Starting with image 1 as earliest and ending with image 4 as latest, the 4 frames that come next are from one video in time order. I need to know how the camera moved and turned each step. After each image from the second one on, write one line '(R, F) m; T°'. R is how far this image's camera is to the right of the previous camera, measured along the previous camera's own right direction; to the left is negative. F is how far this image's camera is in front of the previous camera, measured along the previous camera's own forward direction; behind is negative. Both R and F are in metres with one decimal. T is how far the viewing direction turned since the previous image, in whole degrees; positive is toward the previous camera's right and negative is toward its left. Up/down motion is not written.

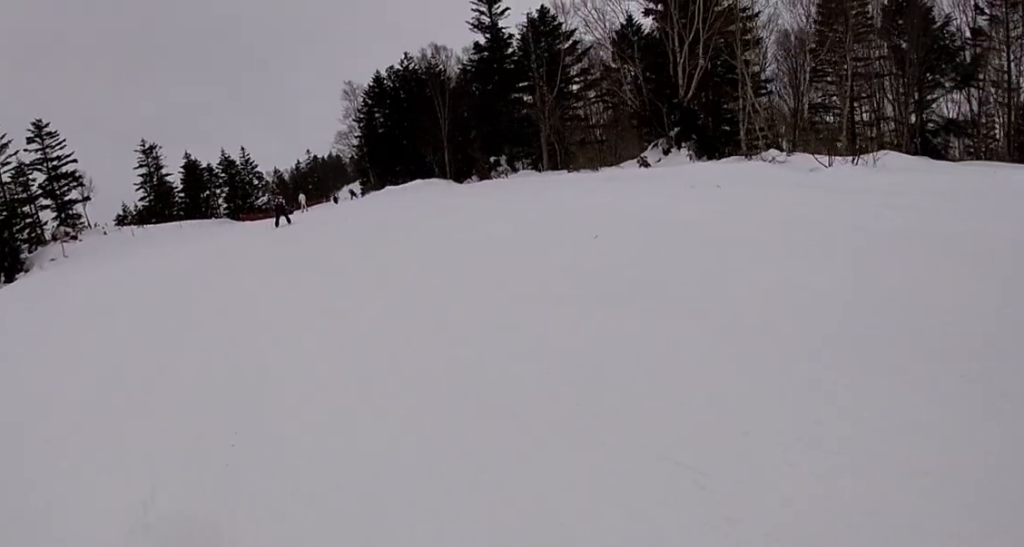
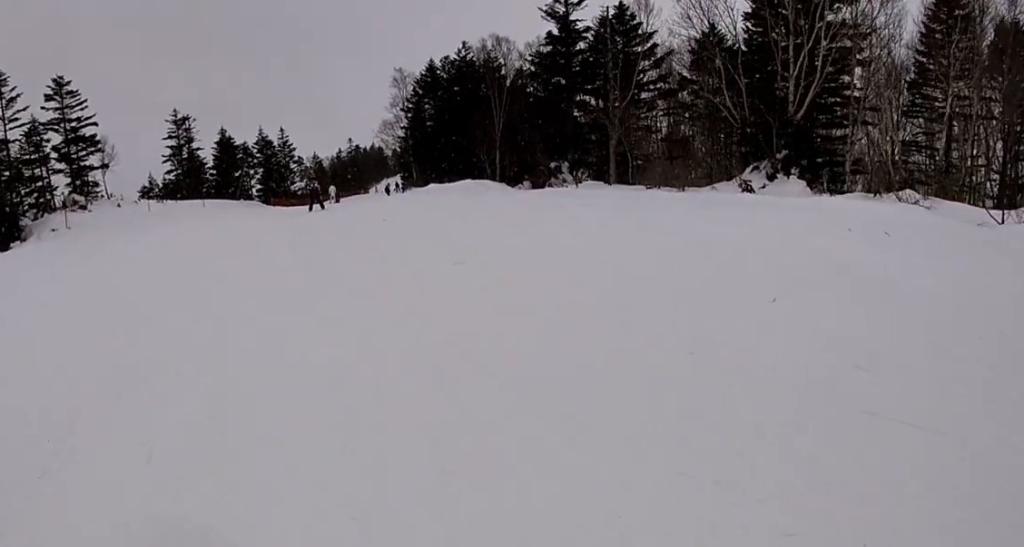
(+0.1, +3.6) m; -2°
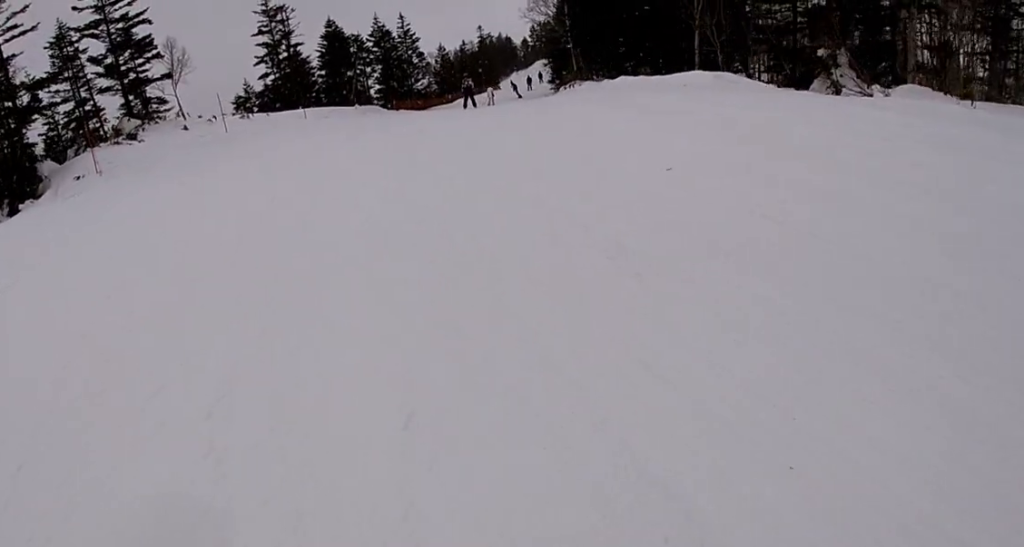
(-1.2, +9.5) m; -15°
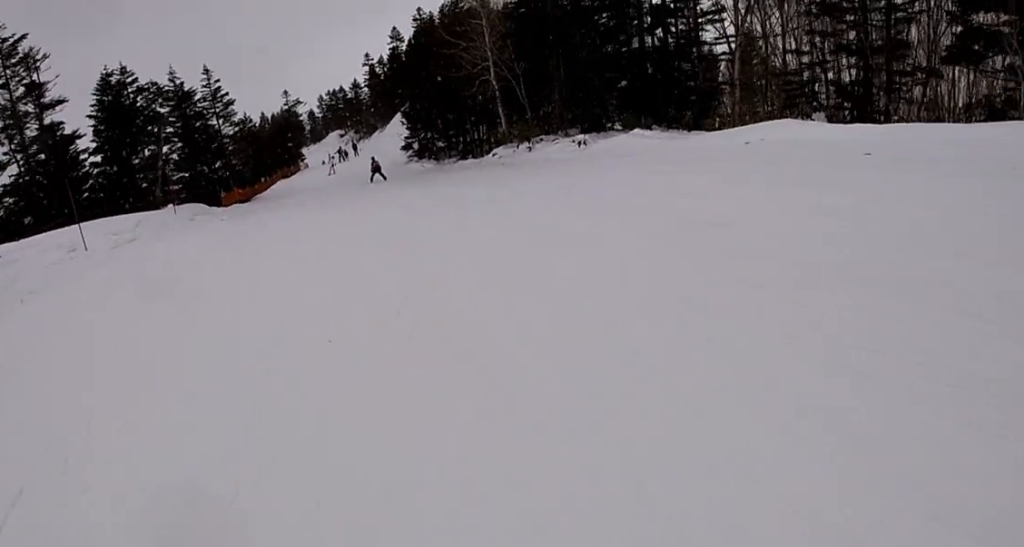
(+1.2, +17.4) m; +29°
